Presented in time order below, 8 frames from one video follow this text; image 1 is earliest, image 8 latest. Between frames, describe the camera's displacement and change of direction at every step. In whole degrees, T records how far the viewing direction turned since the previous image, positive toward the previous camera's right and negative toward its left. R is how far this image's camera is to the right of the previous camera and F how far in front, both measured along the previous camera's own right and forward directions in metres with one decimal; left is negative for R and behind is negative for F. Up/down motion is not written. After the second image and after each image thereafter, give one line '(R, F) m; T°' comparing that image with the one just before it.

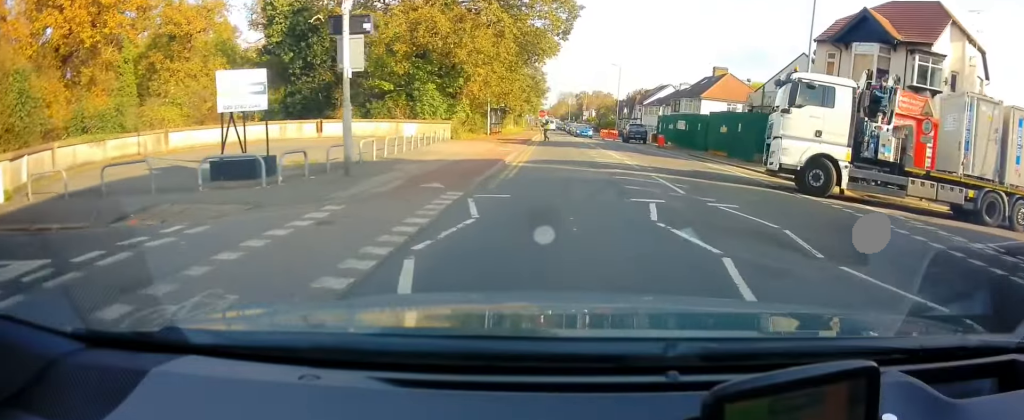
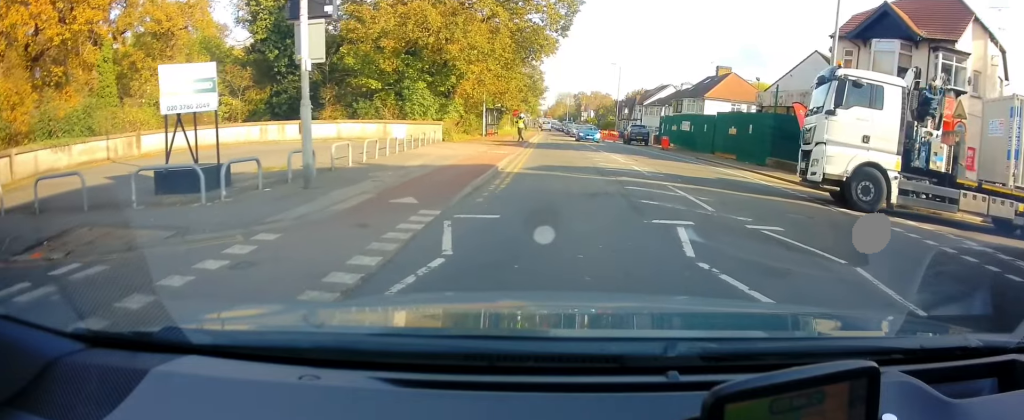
(0.0, +3.4) m; 0°
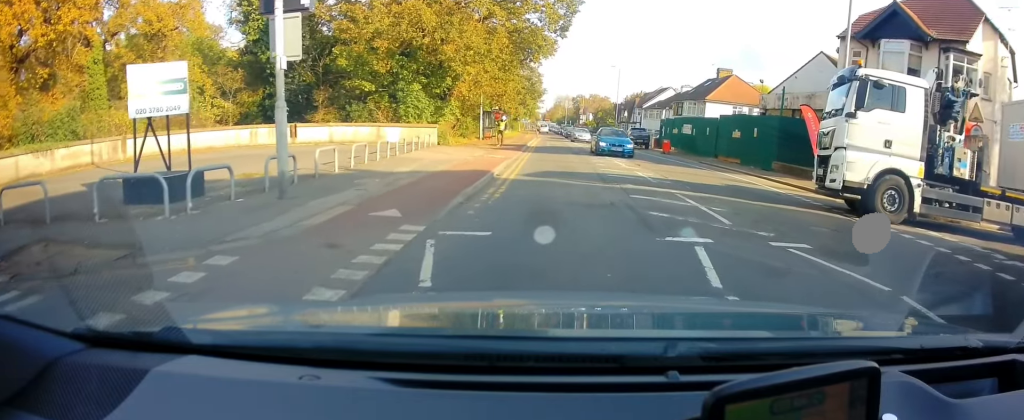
(-0.3, +1.0) m; 0°
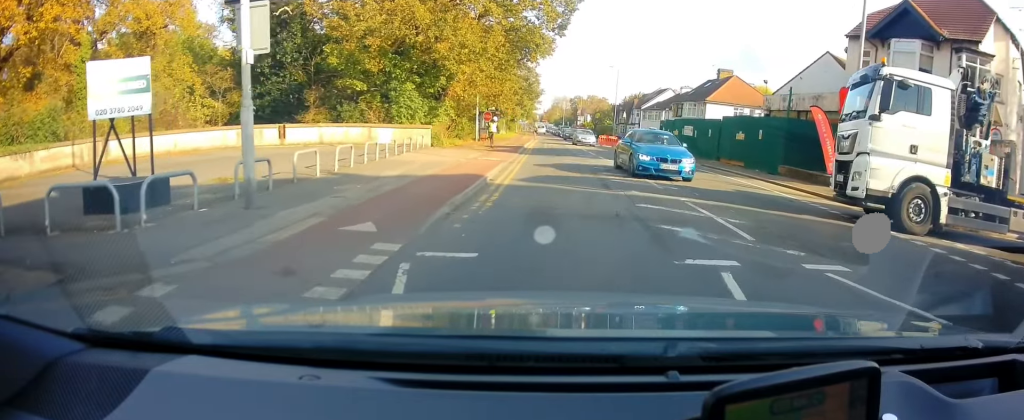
(+0.2, +0.6) m; -2°
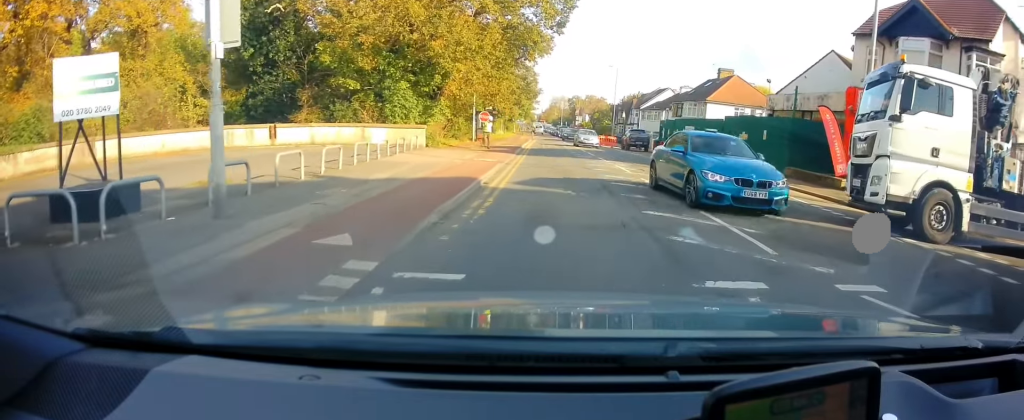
(+0.1, +0.6) m; -3°
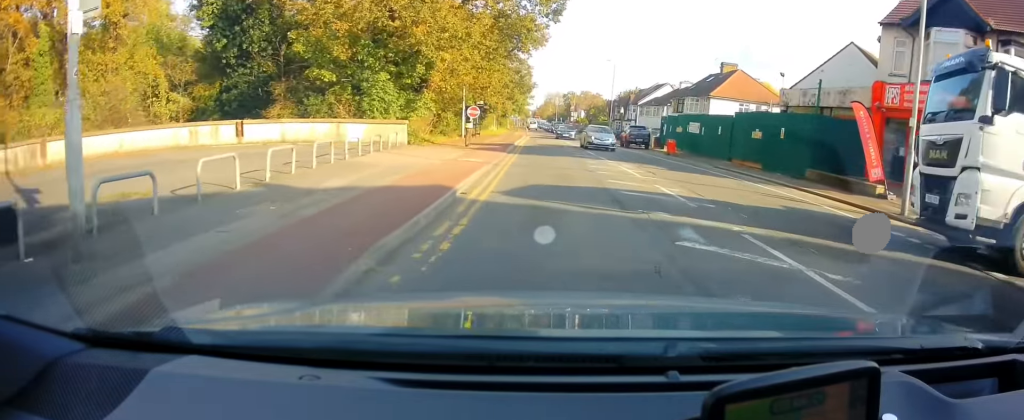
(-0.2, +2.2) m; -2°
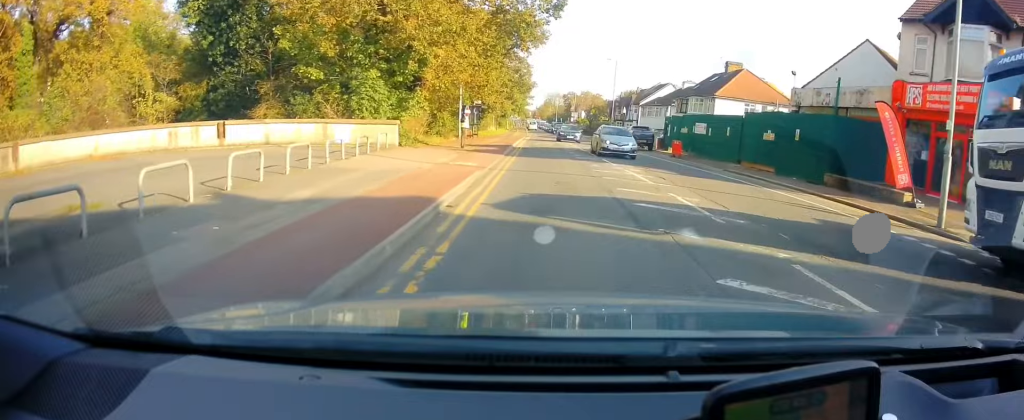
(0.0, +1.5) m; +2°
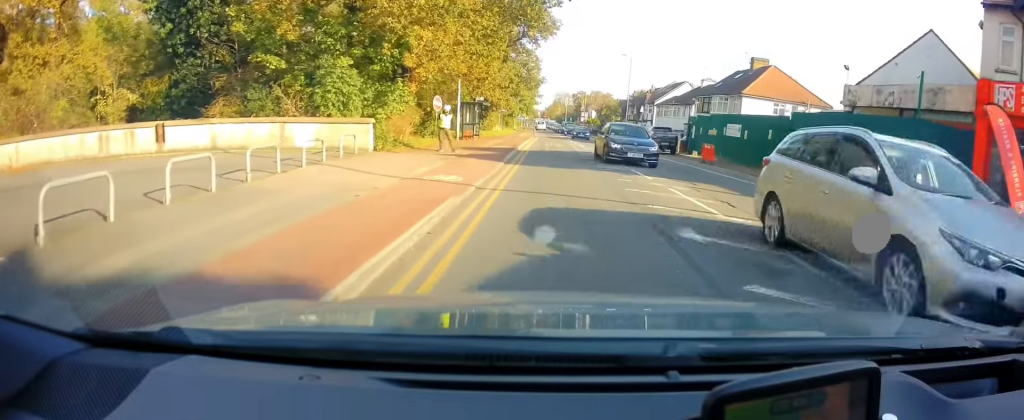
(+0.3, +4.9) m; 0°
